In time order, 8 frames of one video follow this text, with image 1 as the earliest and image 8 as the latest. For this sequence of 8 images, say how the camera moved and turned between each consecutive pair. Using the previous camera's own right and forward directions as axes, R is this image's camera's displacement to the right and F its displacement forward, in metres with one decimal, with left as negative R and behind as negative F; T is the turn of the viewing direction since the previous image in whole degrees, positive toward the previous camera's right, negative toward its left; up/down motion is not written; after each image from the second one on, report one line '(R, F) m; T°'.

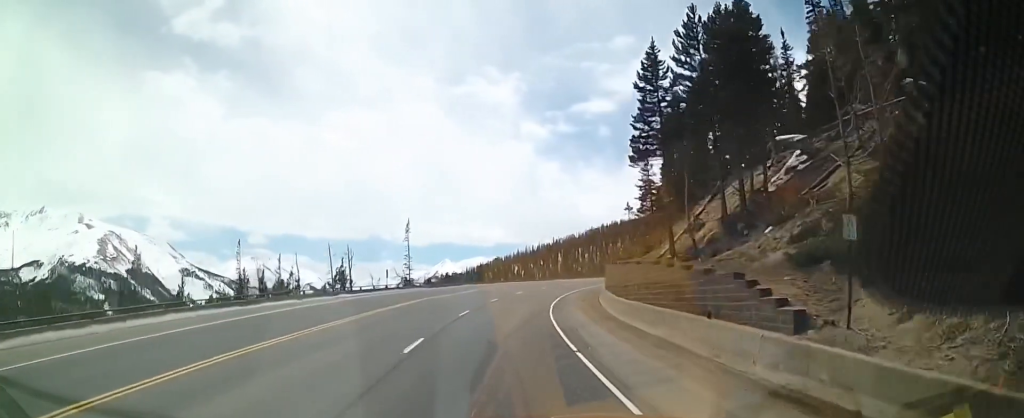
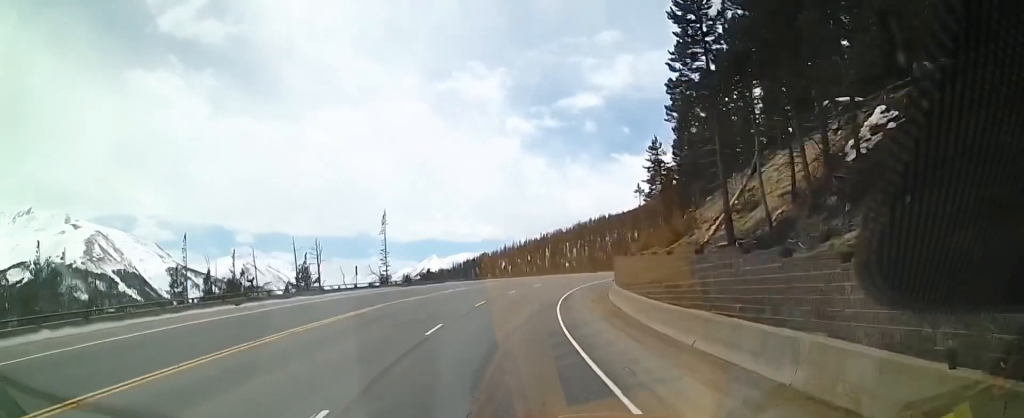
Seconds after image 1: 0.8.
(+0.3, +8.7) m; 0°
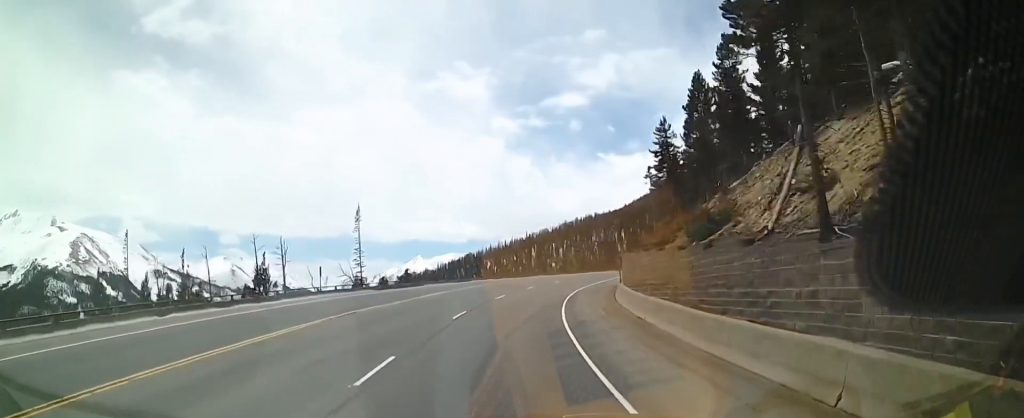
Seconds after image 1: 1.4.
(-0.3, +7.2) m; +1°
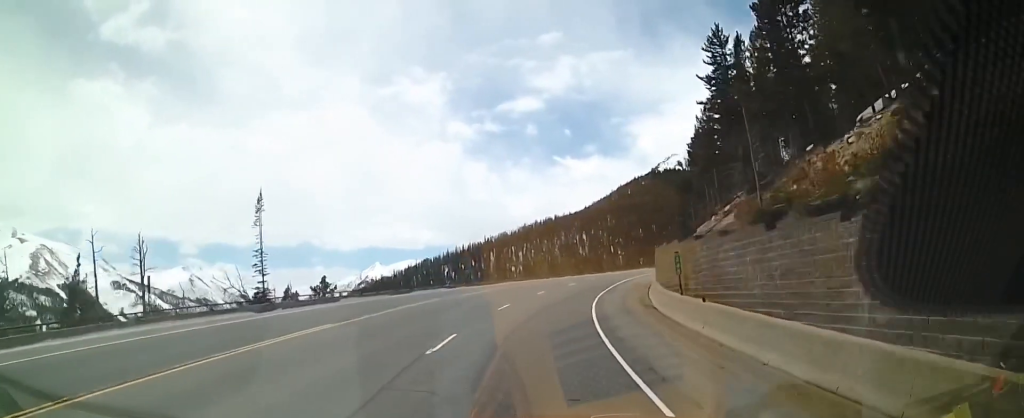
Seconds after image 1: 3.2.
(+1.4, +20.5) m; +7°
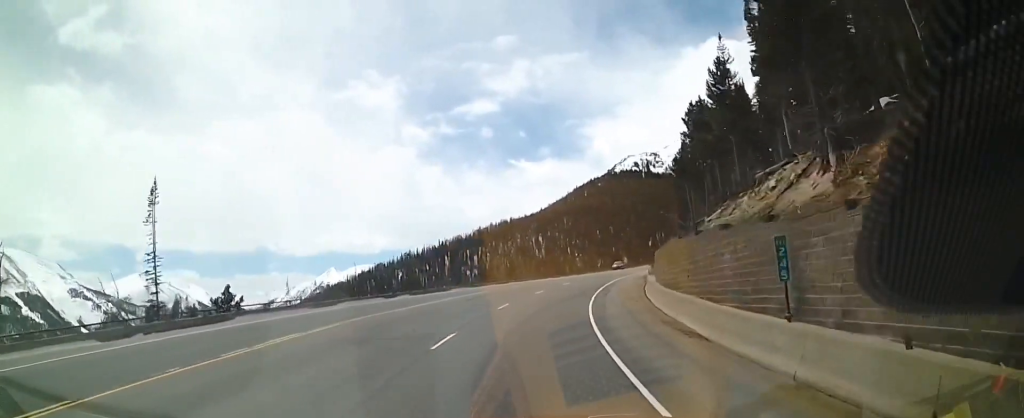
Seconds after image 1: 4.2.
(+0.2, +11.2) m; +3°
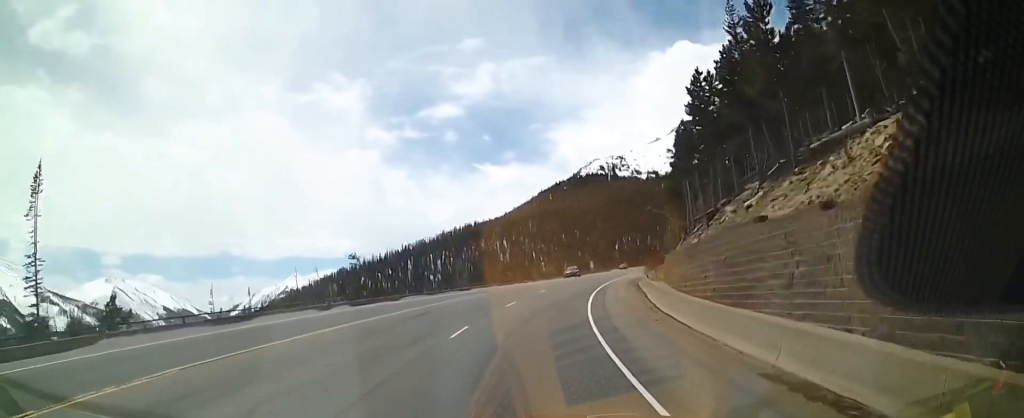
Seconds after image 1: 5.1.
(+0.2, +9.6) m; +2°
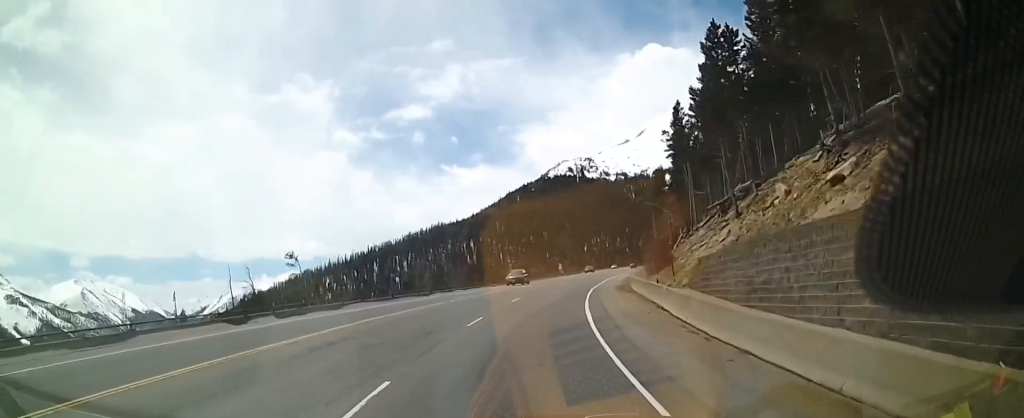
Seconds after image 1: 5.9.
(+0.3, +8.9) m; +3°
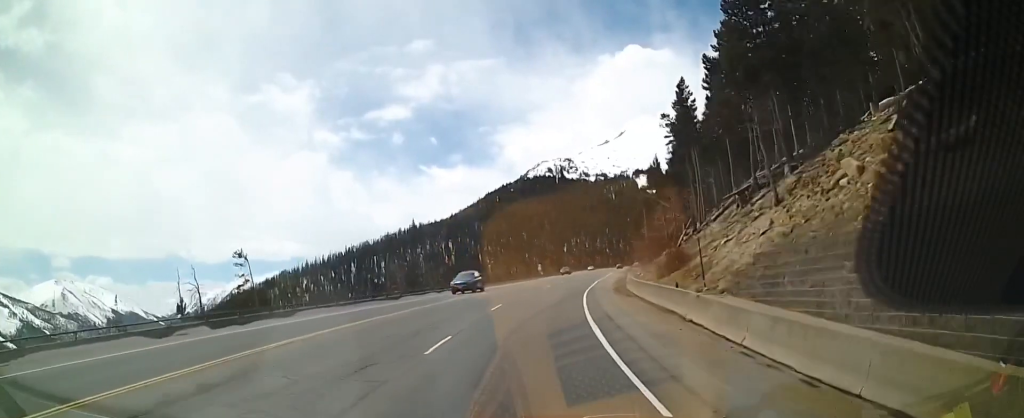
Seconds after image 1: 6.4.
(-0.1, +5.9) m; +3°
